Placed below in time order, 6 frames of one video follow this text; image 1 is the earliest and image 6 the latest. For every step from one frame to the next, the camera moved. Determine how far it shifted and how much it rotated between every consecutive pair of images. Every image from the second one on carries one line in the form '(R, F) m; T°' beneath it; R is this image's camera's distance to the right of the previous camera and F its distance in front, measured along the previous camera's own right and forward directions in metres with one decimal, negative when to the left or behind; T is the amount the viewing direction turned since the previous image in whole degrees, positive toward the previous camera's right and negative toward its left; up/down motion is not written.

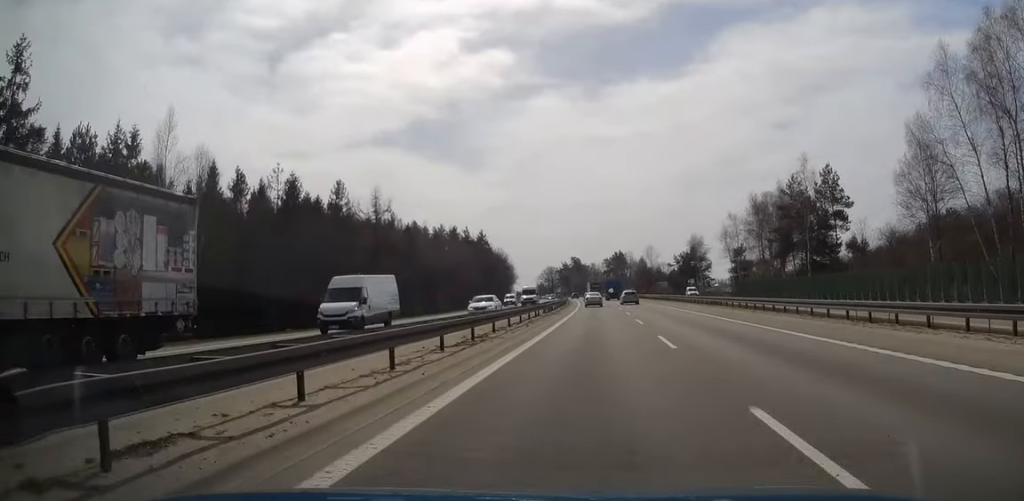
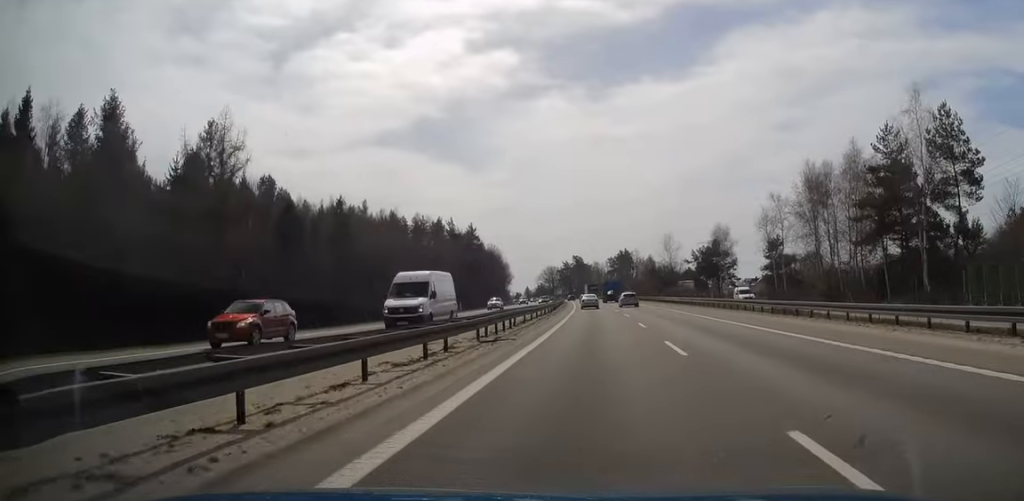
(-0.1, +25.9) m; 0°
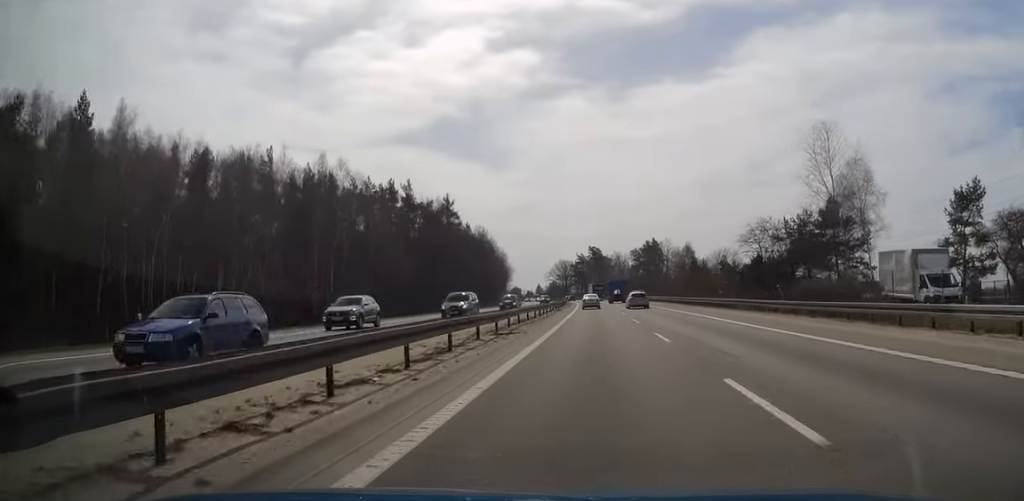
(-0.7, +57.7) m; -2°
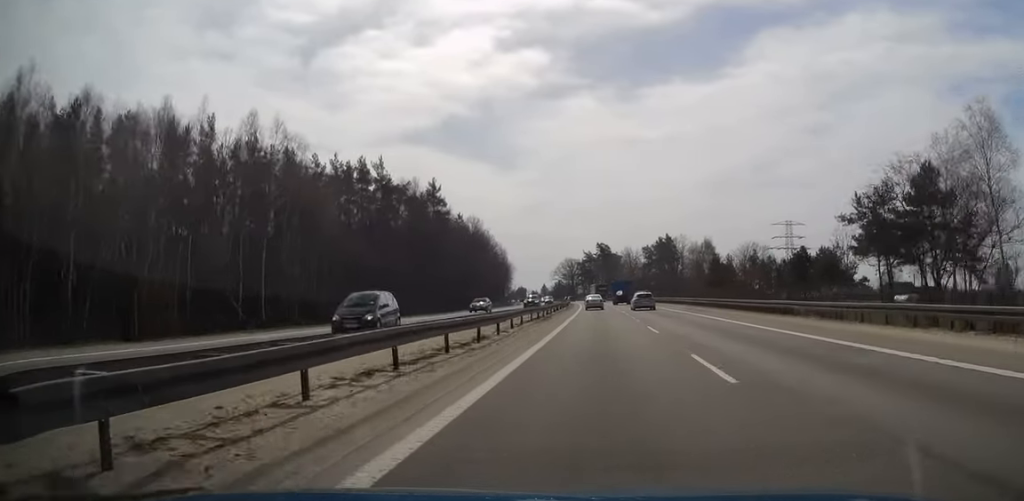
(-0.1, +20.7) m; -1°
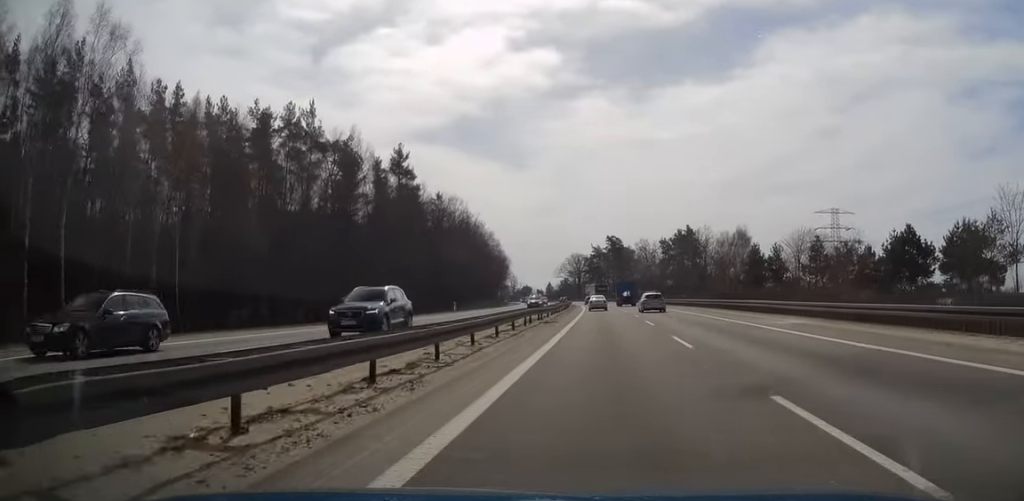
(-0.2, +30.3) m; -1°
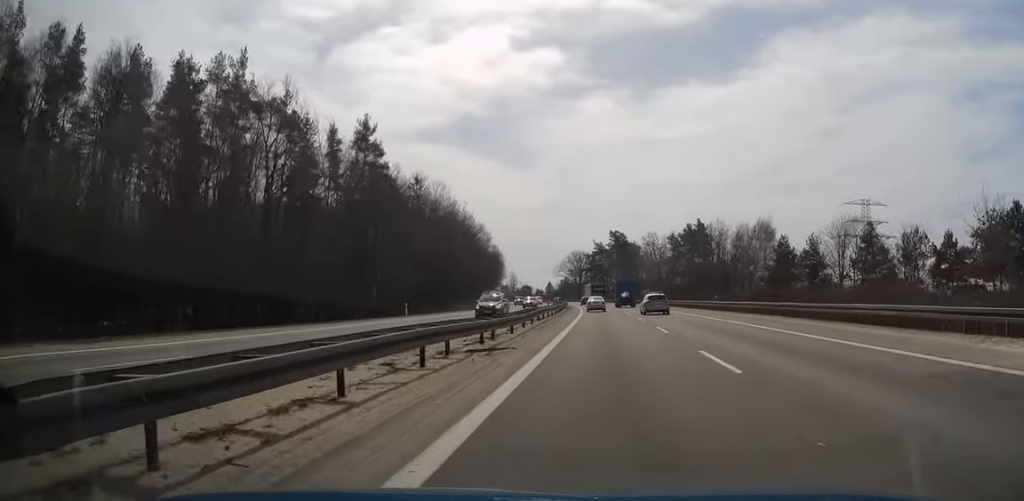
(-0.1, +17.5) m; 0°
